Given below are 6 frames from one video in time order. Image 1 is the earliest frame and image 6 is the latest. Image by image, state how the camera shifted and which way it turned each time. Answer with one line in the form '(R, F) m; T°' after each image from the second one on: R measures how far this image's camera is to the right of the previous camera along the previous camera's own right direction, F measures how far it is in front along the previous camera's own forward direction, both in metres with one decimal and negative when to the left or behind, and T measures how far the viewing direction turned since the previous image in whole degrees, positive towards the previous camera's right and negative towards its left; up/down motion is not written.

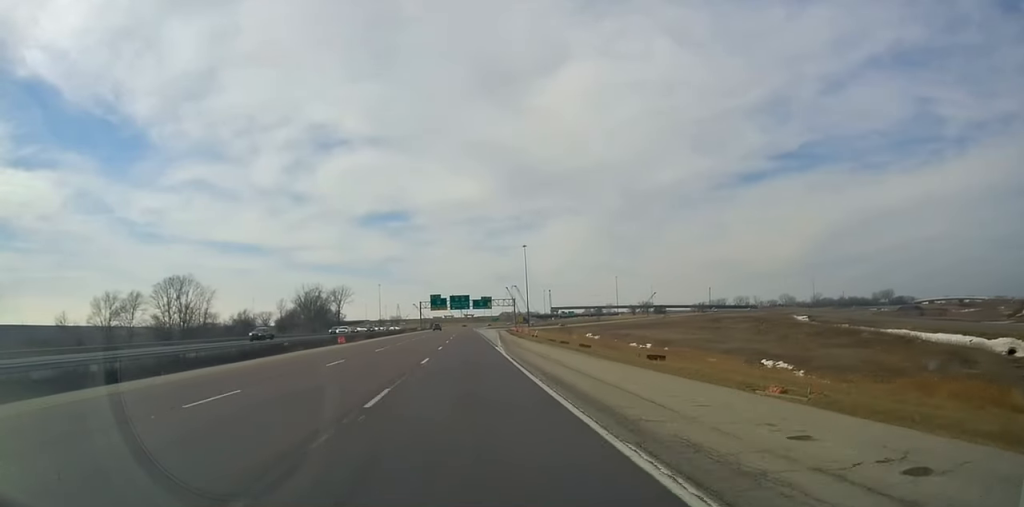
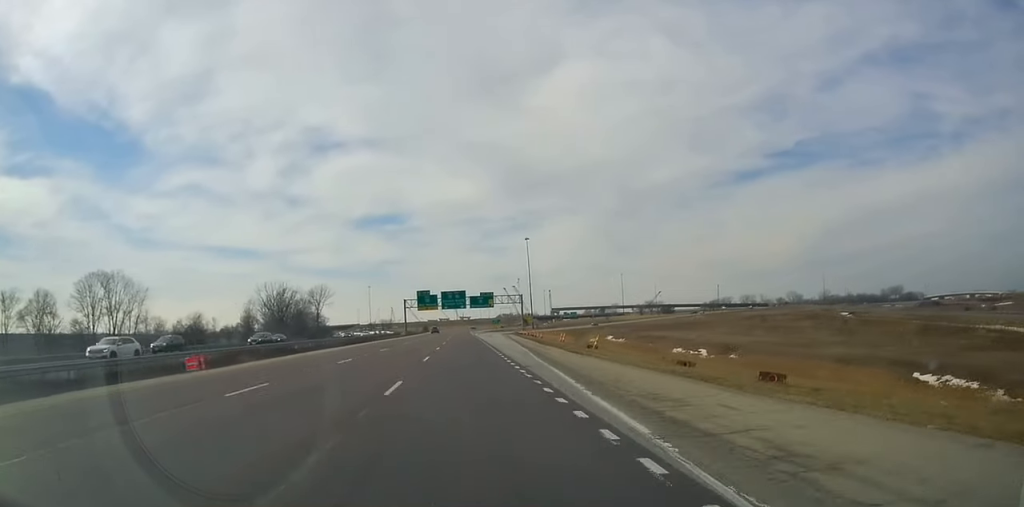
(0.0, +34.8) m; 0°
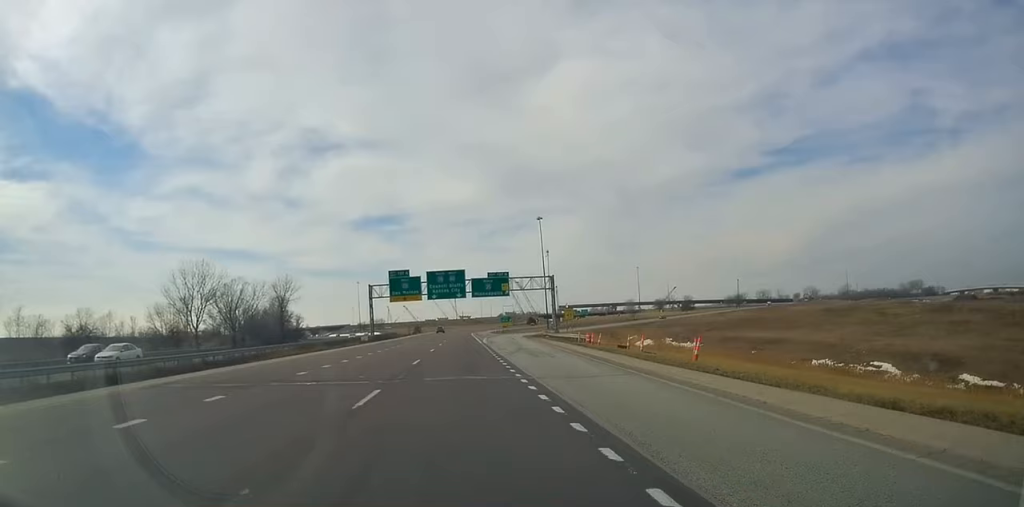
(0.0, +50.6) m; -1°
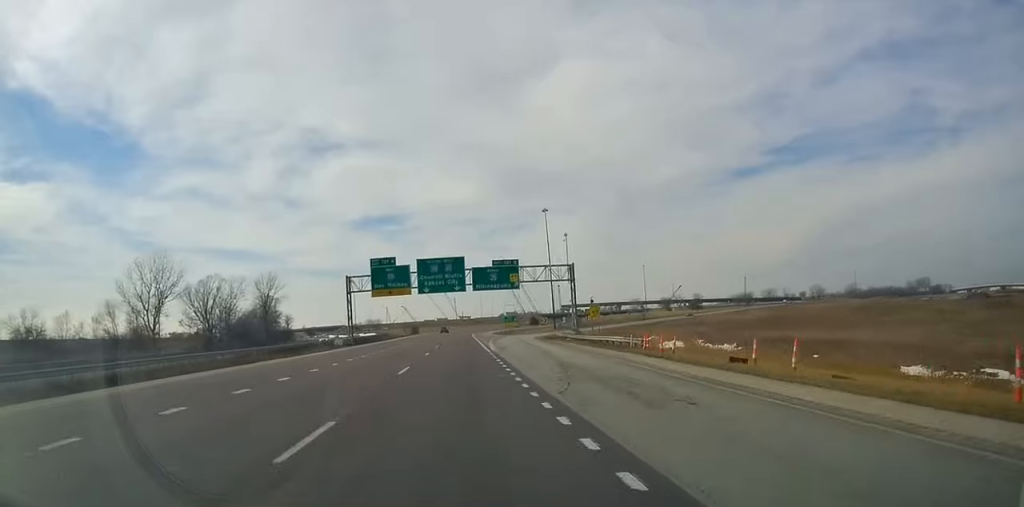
(-0.3, +16.9) m; 0°
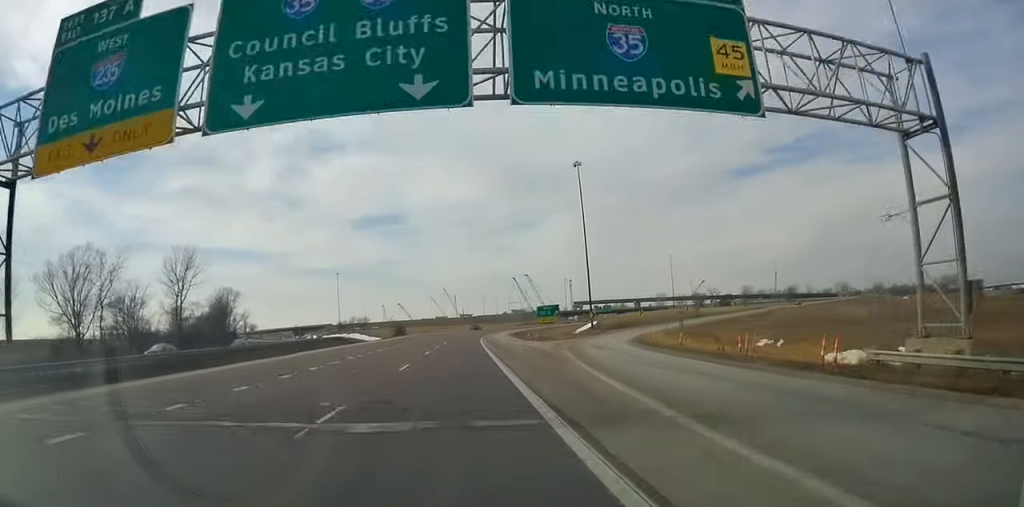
(+0.8, +60.3) m; +2°
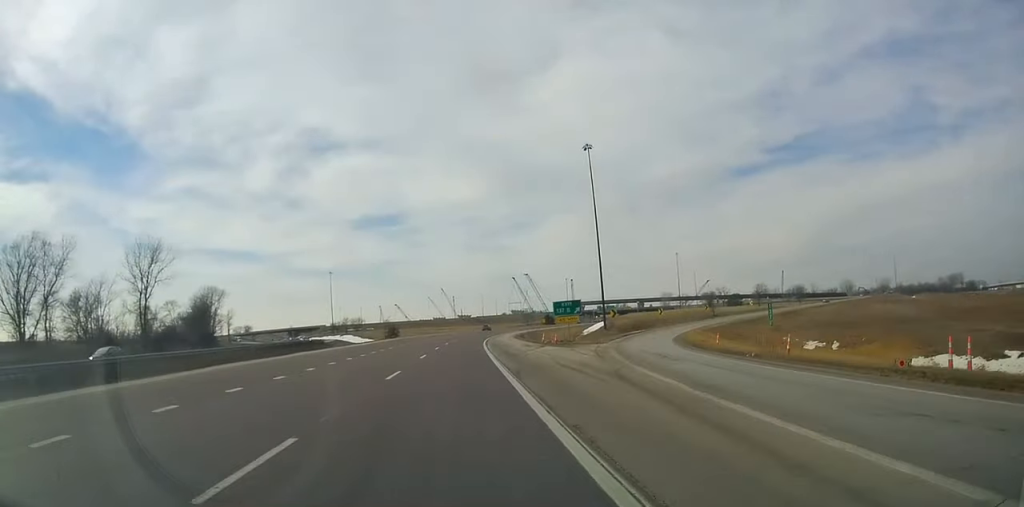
(0.0, +15.6) m; 0°
